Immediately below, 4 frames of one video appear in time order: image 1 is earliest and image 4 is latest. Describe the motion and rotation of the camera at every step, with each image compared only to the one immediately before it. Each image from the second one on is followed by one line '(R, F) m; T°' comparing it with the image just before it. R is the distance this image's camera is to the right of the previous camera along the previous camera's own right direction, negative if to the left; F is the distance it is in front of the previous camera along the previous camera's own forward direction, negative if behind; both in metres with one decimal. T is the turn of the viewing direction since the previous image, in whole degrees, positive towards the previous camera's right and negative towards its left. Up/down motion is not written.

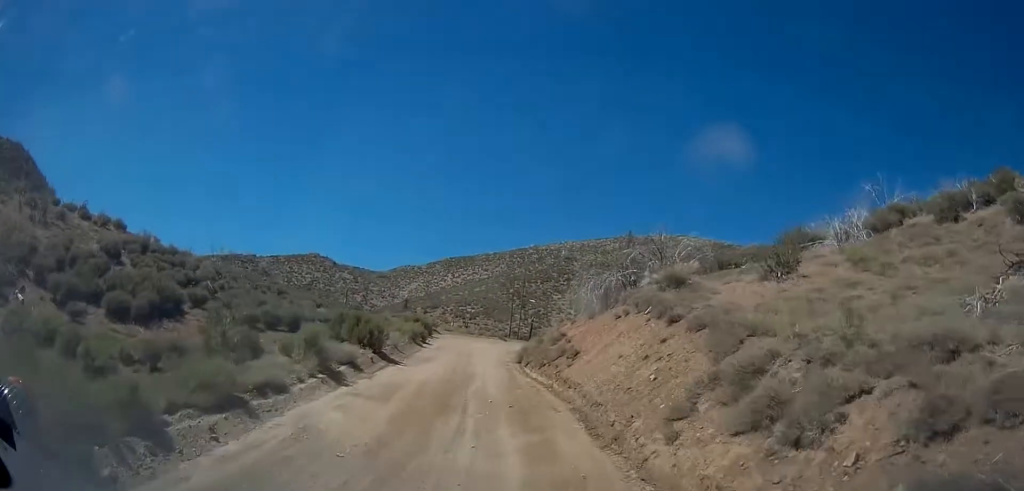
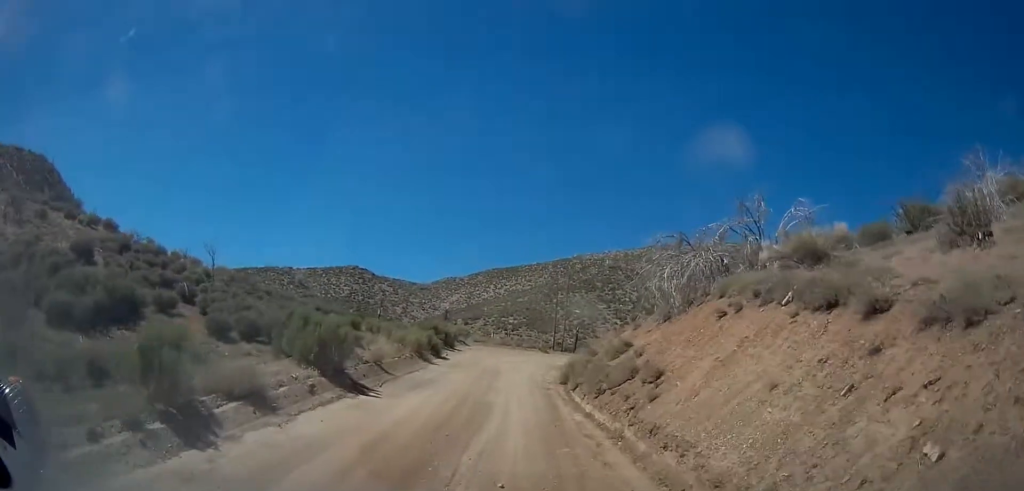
(-0.2, +7.9) m; -8°
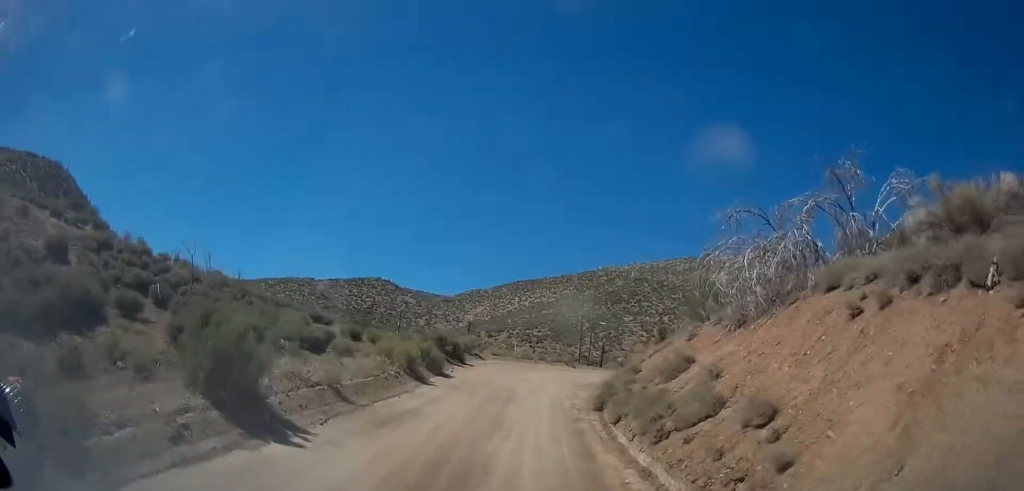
(-0.1, +5.0) m; +6°
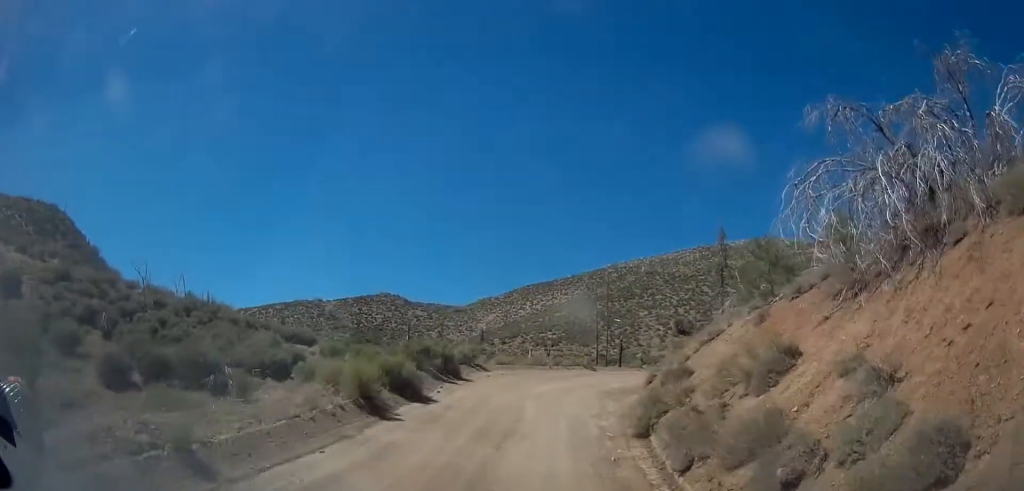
(+0.7, +5.4) m; 0°
